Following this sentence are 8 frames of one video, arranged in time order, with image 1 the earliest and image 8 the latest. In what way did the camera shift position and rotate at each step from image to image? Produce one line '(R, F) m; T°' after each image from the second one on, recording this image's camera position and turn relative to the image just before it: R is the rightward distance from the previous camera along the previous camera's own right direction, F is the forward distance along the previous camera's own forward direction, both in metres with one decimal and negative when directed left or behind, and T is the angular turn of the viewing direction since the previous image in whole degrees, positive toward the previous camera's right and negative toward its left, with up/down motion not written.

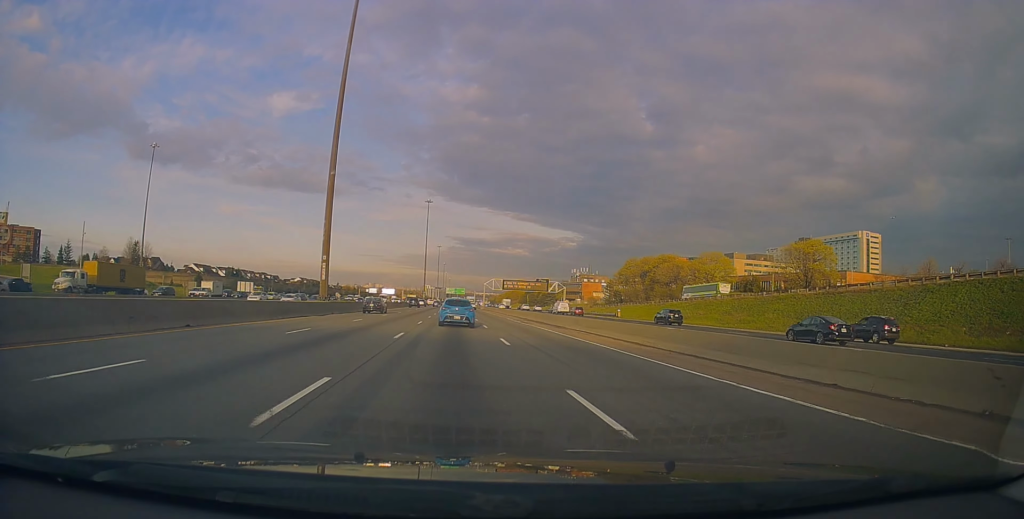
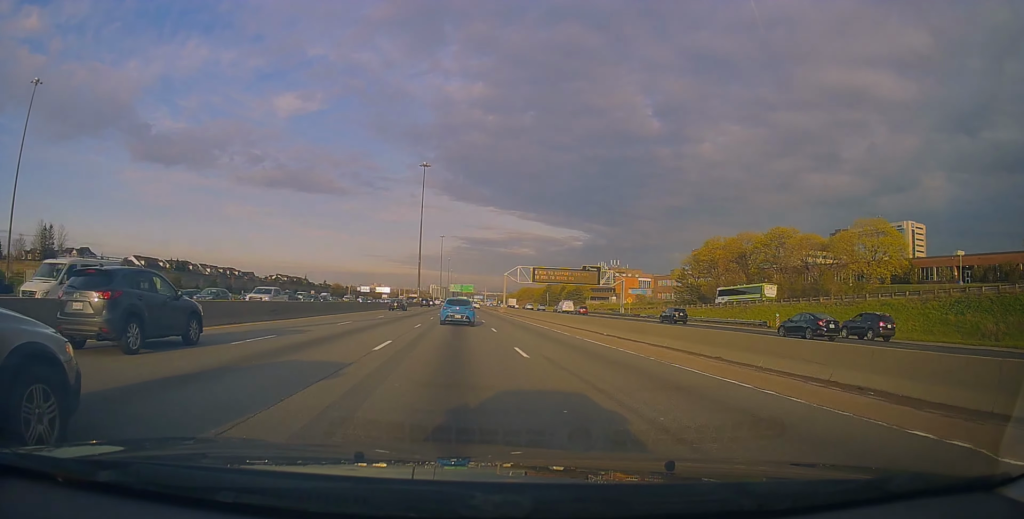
(-1.3, +52.5) m; -1°
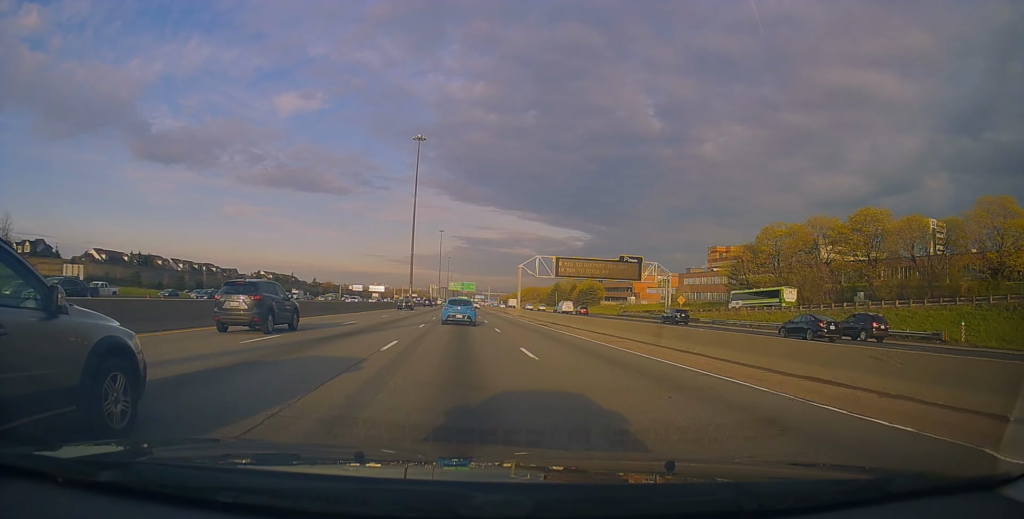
(+0.6, +23.8) m; +1°
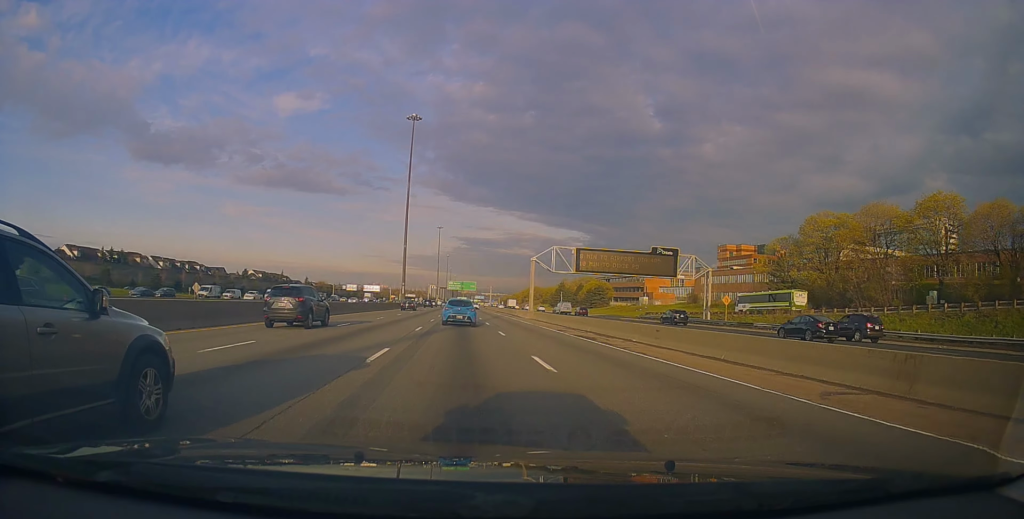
(-0.2, +14.4) m; 0°
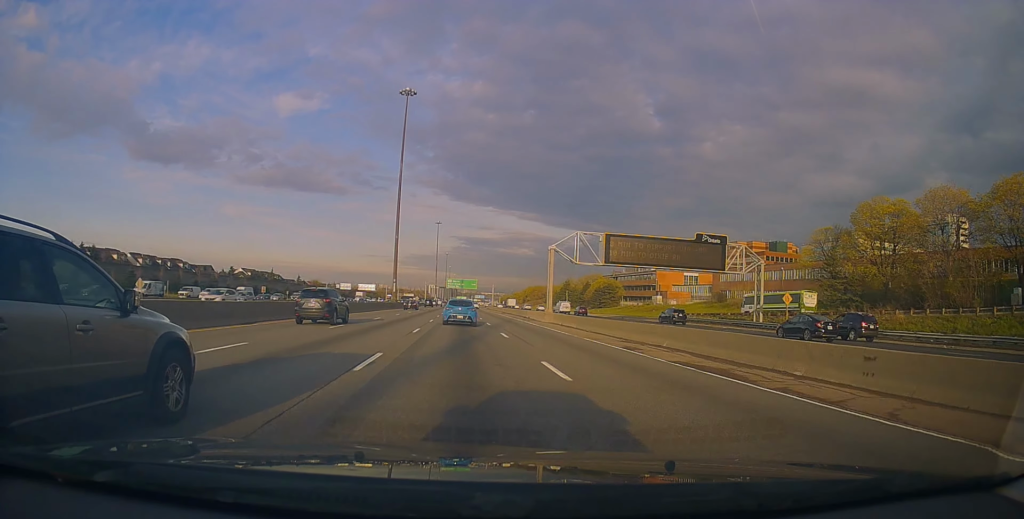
(-0.1, +14.0) m; 0°
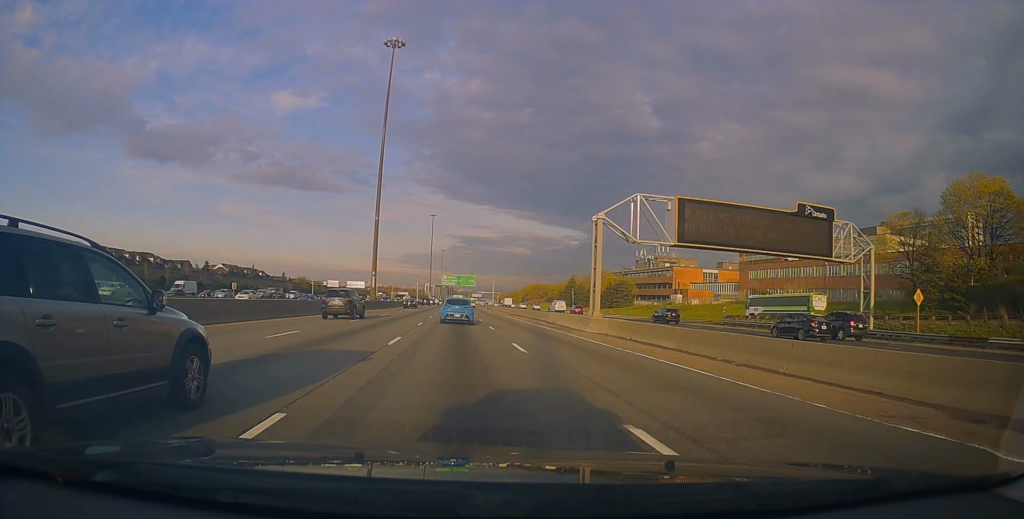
(0.0, +18.9) m; 0°
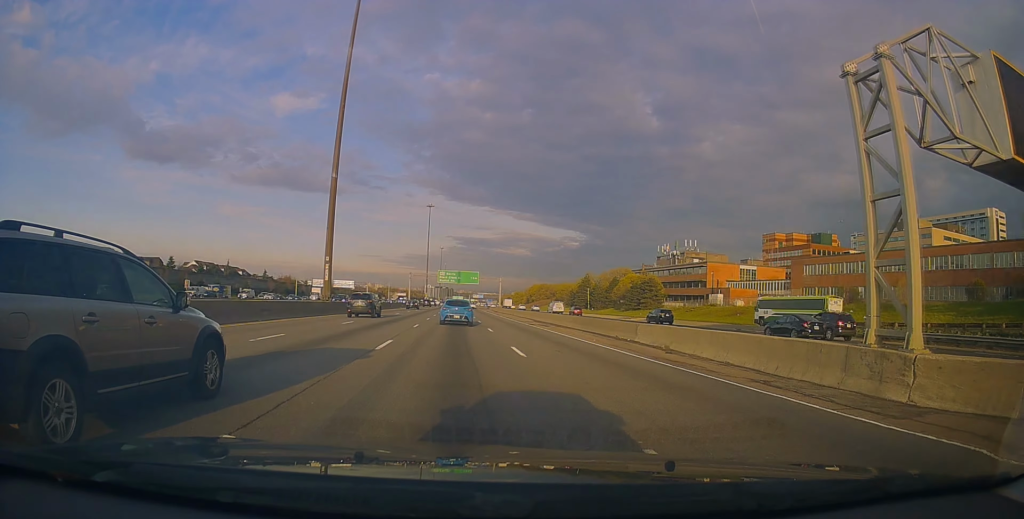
(0.0, +25.3) m; +1°
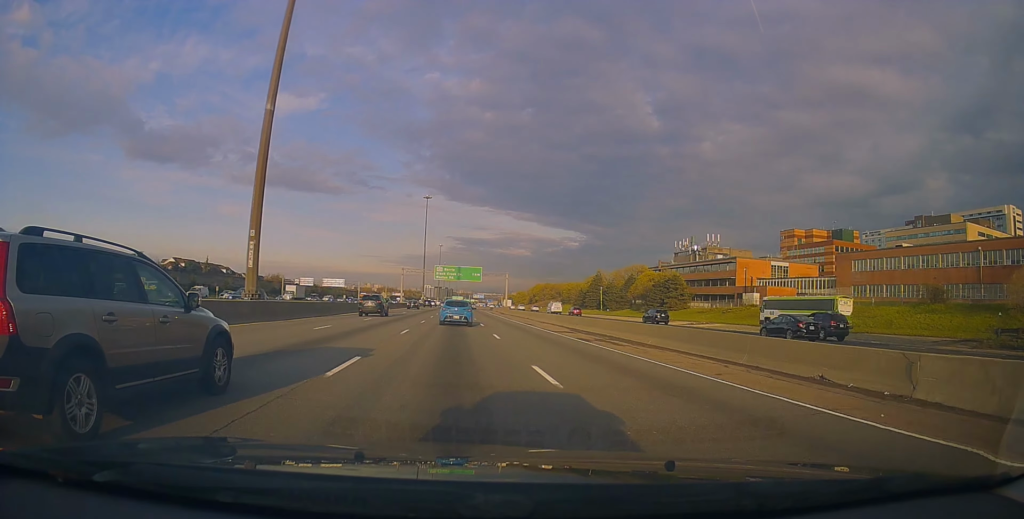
(+0.2, +17.2) m; 0°
